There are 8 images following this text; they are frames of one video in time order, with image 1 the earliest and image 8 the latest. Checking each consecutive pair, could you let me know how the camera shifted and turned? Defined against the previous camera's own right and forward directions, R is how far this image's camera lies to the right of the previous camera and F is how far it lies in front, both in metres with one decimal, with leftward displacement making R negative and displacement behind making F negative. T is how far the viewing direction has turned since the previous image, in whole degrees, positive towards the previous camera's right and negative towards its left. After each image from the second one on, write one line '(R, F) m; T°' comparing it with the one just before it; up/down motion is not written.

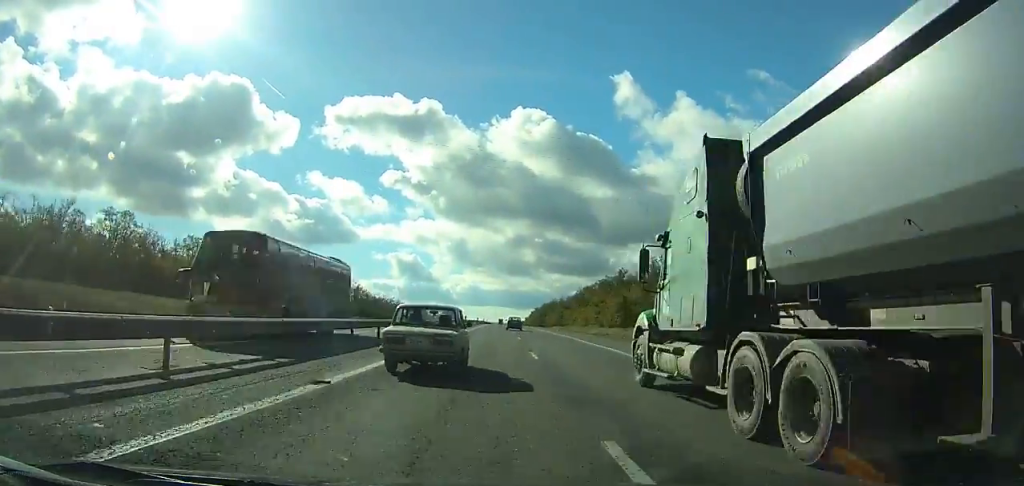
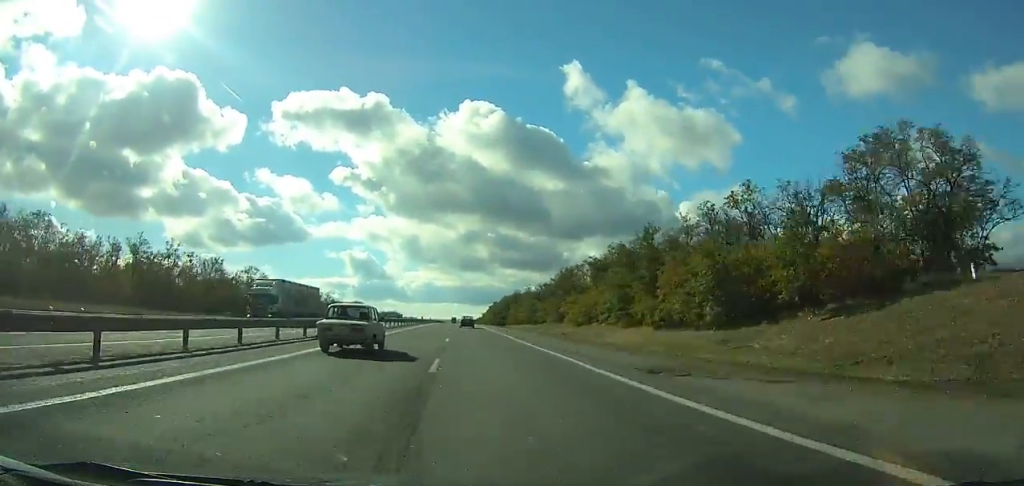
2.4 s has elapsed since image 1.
(0.0, +52.8) m; +1°
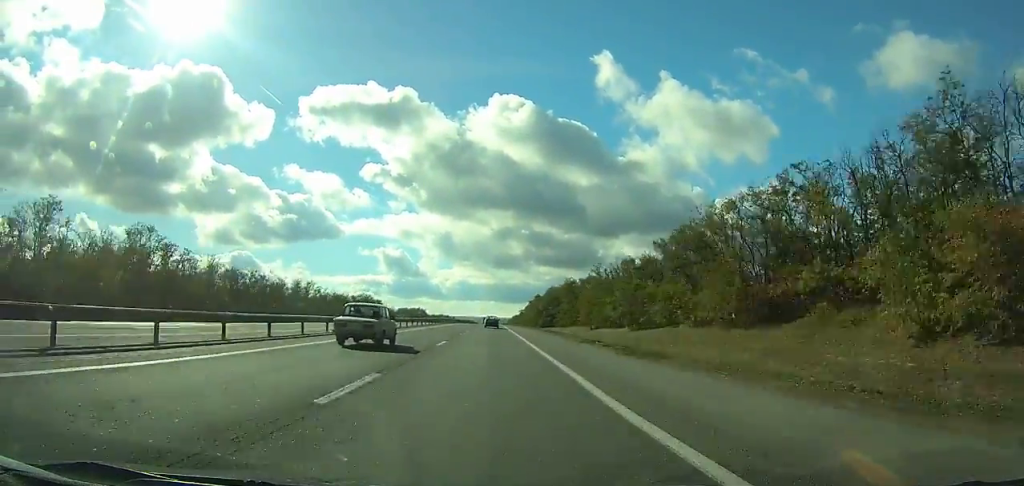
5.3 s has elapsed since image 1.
(+1.0, +68.7) m; 0°
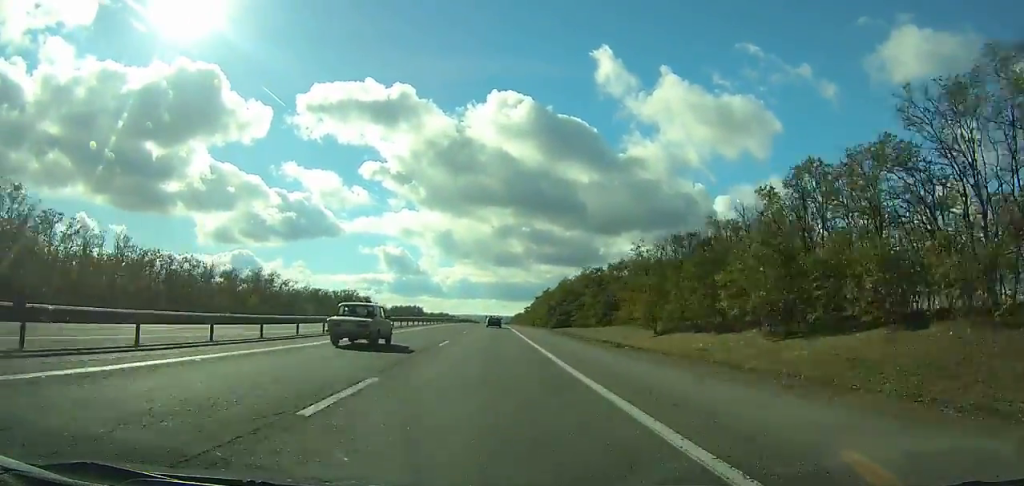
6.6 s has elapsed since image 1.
(-0.2, +32.2) m; 0°
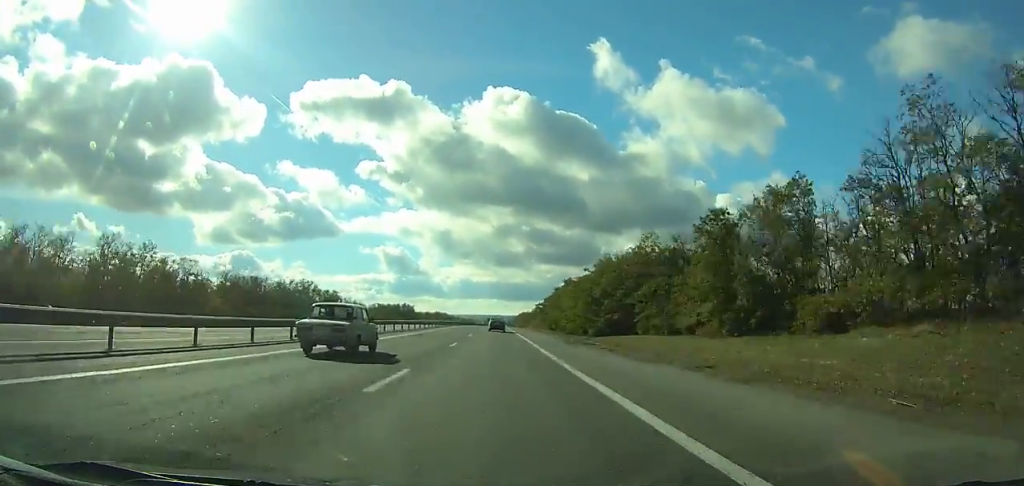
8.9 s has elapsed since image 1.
(-0.3, +60.5) m; 0°
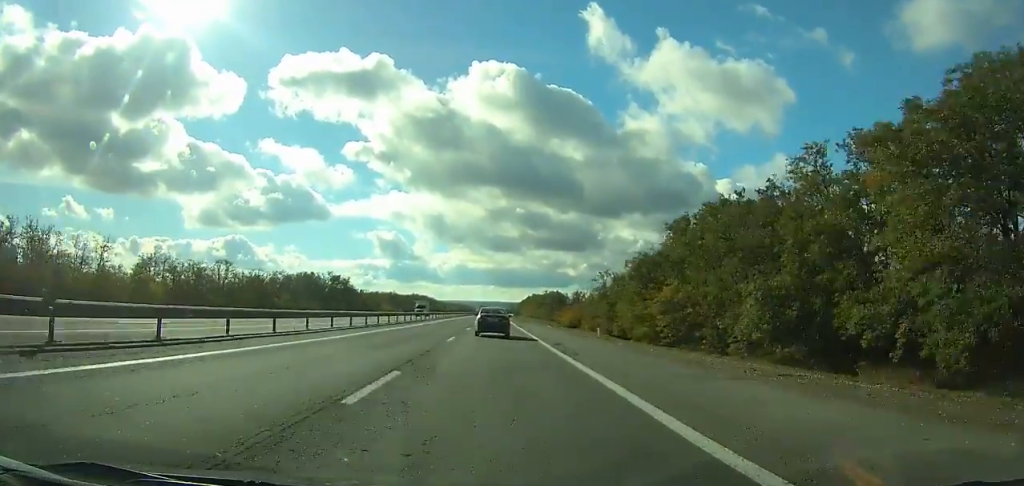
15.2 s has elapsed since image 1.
(-0.4, +183.4) m; 0°
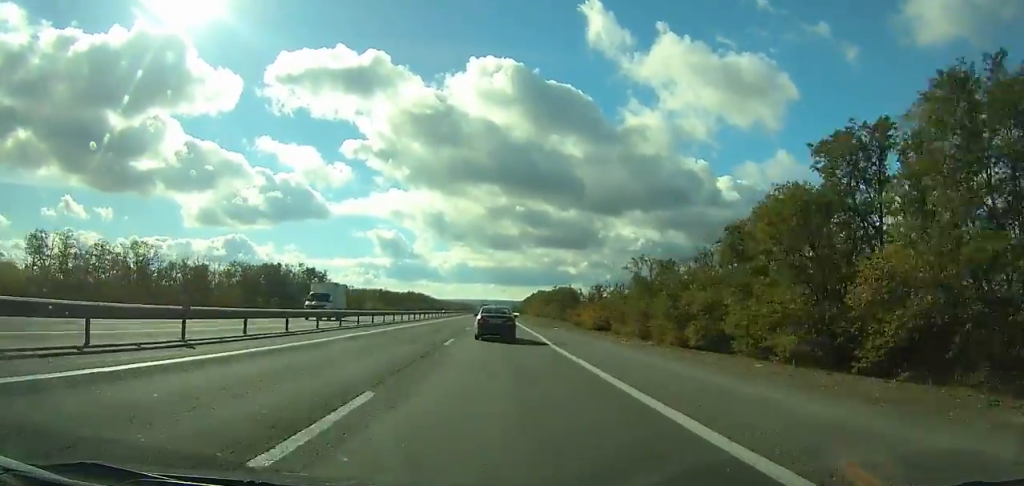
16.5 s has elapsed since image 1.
(0.0, +38.2) m; 0°
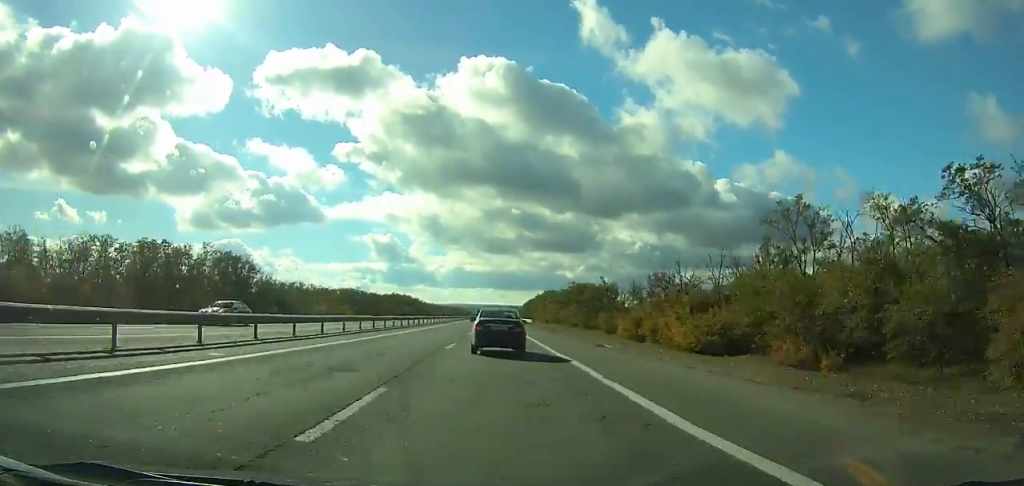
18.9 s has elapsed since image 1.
(-0.1, +66.3) m; 0°
